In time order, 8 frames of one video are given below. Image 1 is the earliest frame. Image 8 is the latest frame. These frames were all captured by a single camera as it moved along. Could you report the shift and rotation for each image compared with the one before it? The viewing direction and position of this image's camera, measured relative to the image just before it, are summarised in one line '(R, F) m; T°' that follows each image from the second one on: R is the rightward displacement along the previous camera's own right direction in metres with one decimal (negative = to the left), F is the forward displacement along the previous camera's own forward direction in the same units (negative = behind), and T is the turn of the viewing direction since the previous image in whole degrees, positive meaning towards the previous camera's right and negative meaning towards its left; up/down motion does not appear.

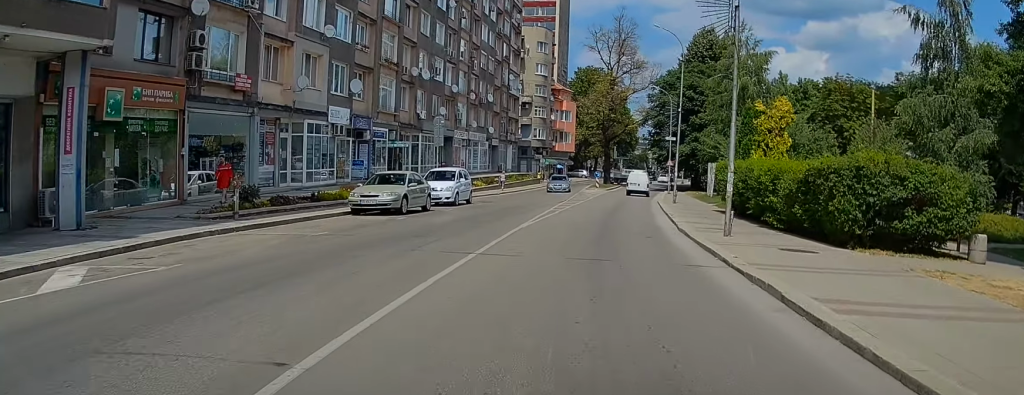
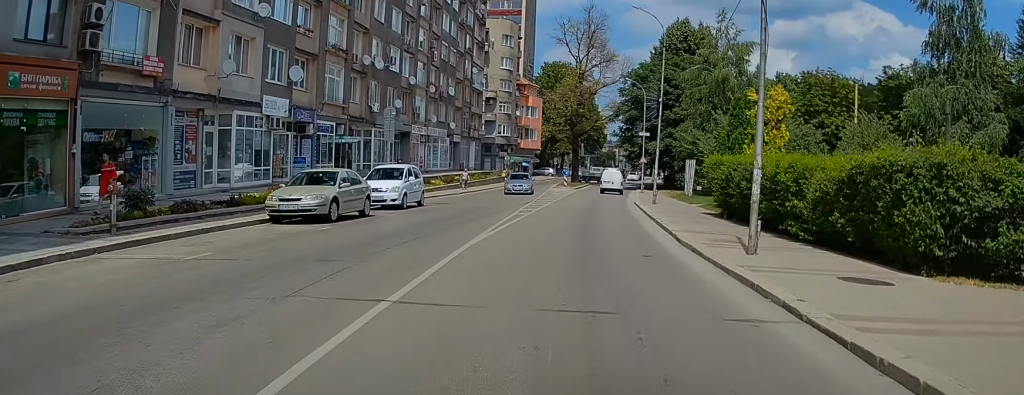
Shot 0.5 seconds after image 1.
(0.0, +4.5) m; +2°
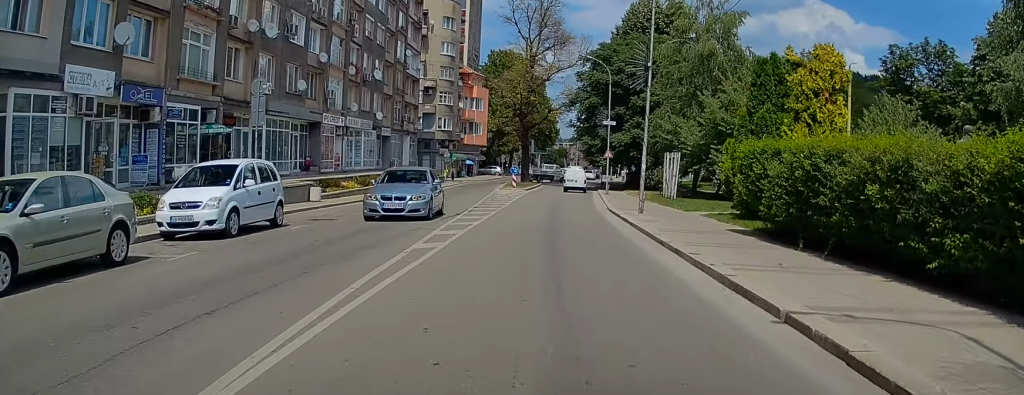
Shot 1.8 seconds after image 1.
(+0.5, +11.0) m; +6°
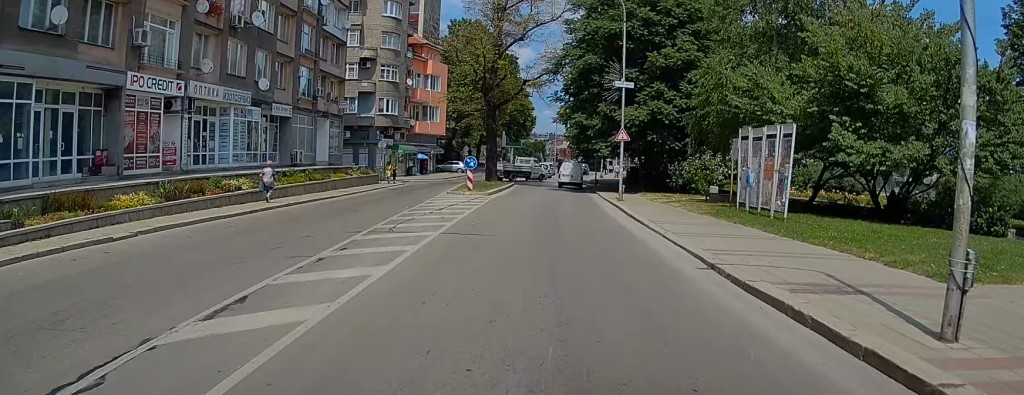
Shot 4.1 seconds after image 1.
(+1.1, +19.7) m; +5°
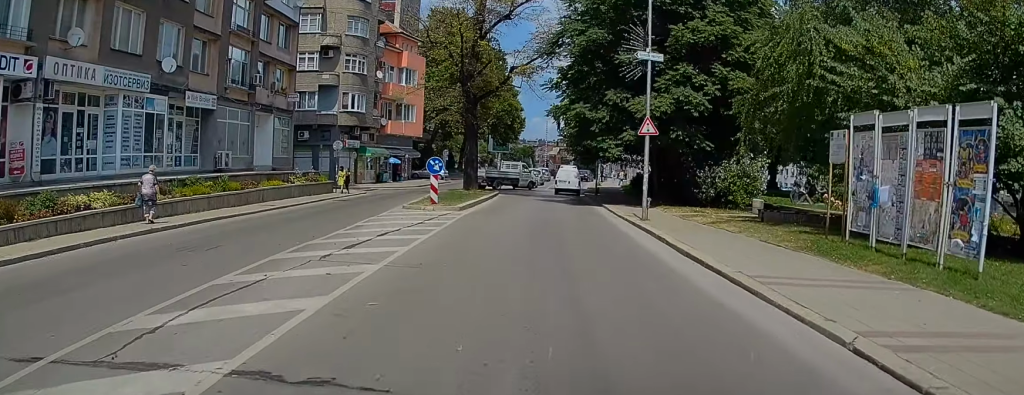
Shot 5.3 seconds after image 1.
(+0.1, +9.5) m; 0°
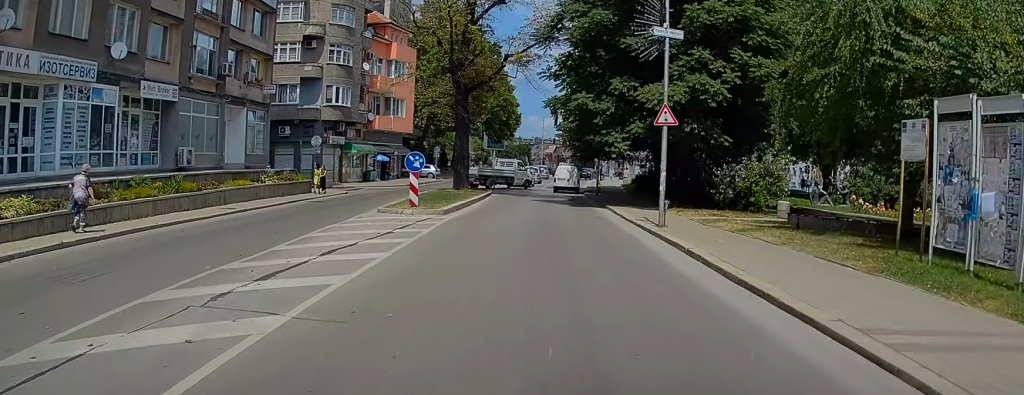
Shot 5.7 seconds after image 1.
(-0.1, +3.6) m; 0°
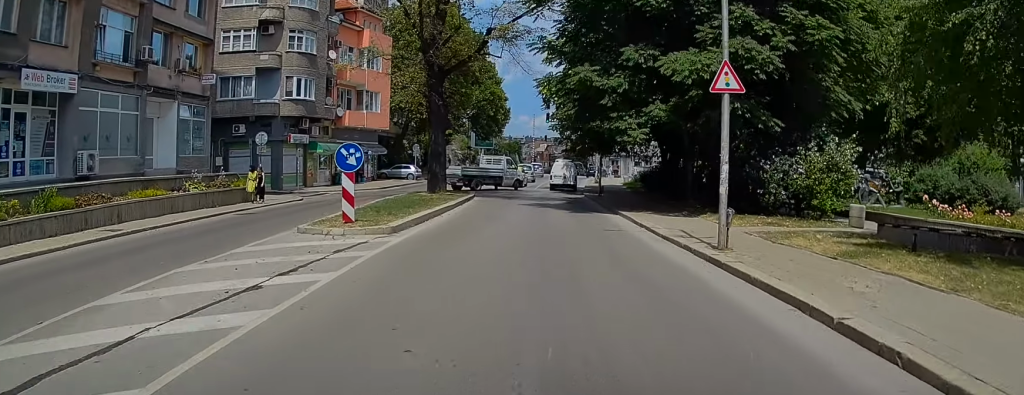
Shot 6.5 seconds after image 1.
(0.0, +6.8) m; +1°
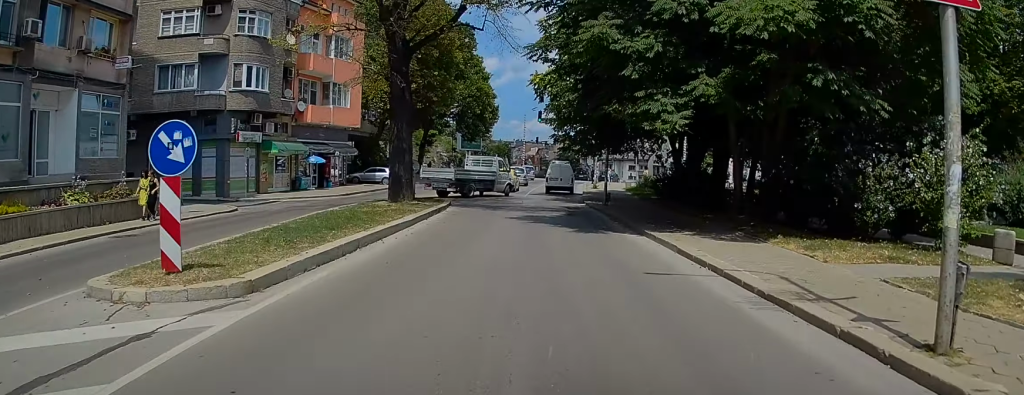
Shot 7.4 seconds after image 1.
(+0.1, +7.1) m; +1°
